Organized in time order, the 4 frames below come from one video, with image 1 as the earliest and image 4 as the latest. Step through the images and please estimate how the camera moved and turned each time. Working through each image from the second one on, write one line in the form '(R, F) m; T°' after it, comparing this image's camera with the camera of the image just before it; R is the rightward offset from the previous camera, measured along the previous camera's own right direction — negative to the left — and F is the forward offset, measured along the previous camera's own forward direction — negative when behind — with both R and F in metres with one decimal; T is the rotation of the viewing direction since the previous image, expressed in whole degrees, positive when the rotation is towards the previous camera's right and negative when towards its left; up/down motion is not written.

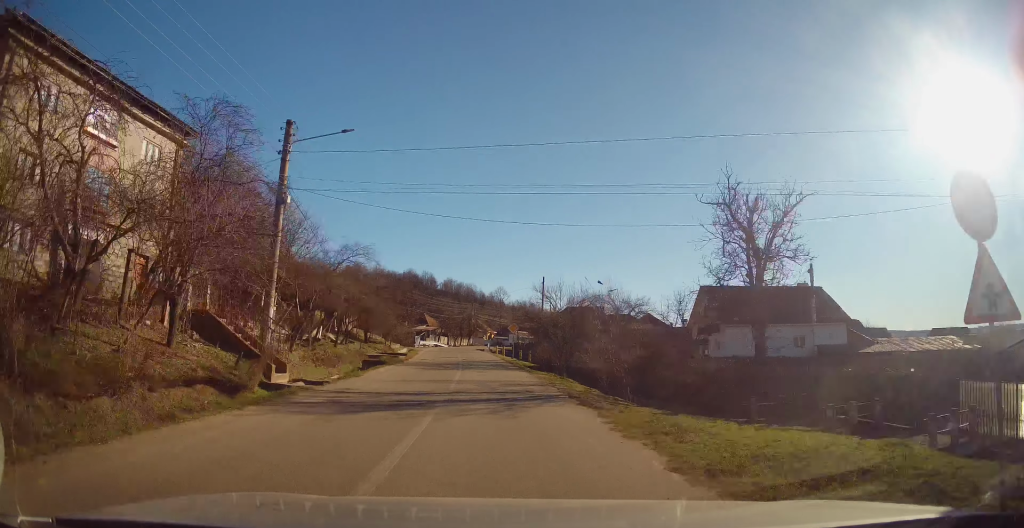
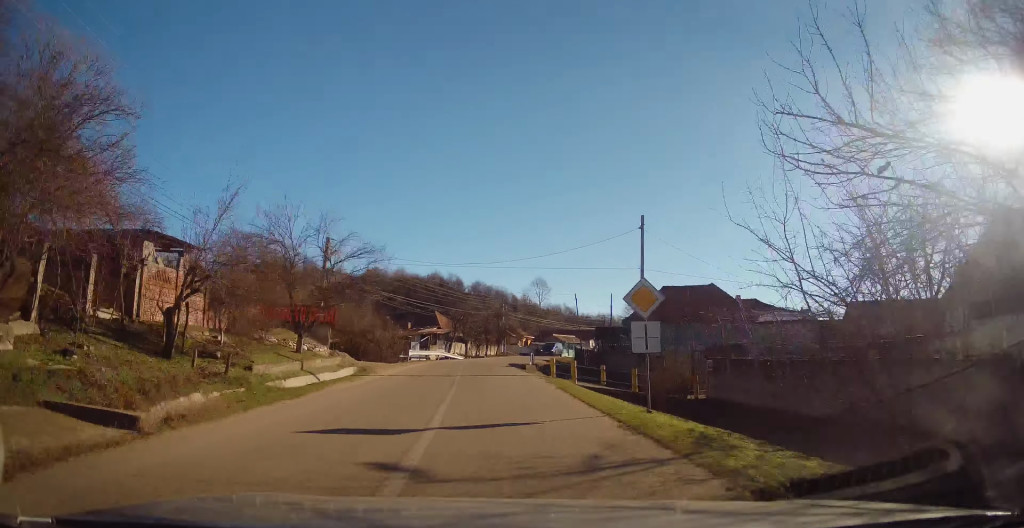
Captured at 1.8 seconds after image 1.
(-1.0, +27.3) m; -3°
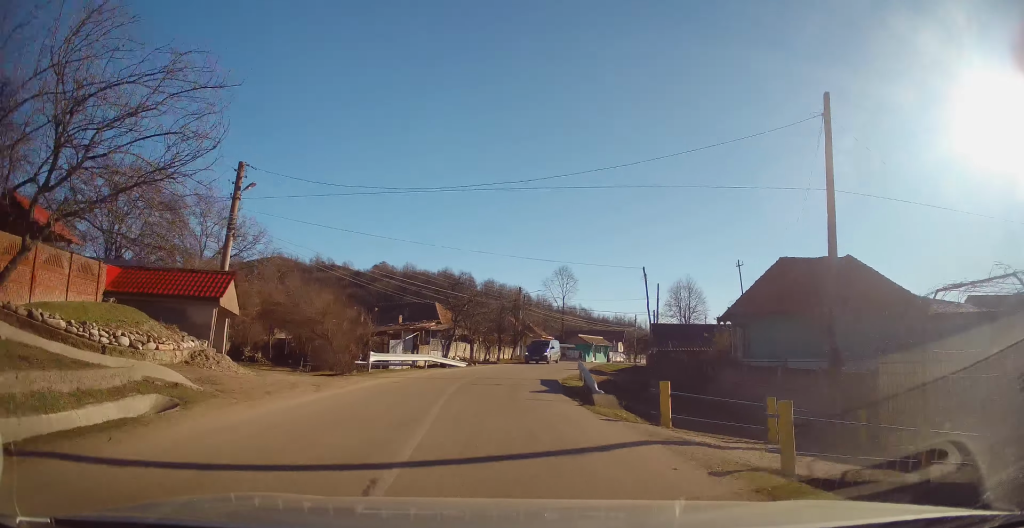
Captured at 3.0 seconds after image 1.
(-0.1, +15.4) m; 0°
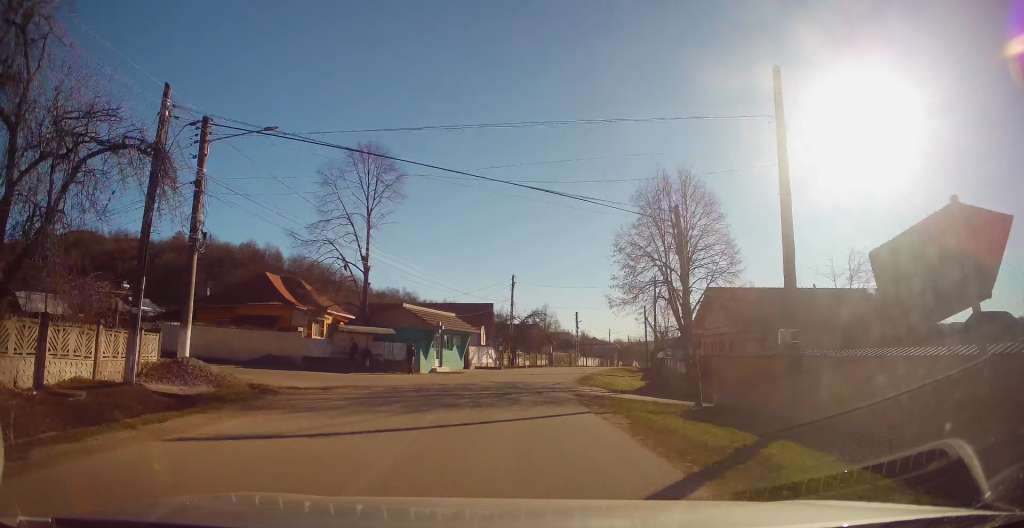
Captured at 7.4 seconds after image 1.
(+6.3, +45.5) m; +17°
